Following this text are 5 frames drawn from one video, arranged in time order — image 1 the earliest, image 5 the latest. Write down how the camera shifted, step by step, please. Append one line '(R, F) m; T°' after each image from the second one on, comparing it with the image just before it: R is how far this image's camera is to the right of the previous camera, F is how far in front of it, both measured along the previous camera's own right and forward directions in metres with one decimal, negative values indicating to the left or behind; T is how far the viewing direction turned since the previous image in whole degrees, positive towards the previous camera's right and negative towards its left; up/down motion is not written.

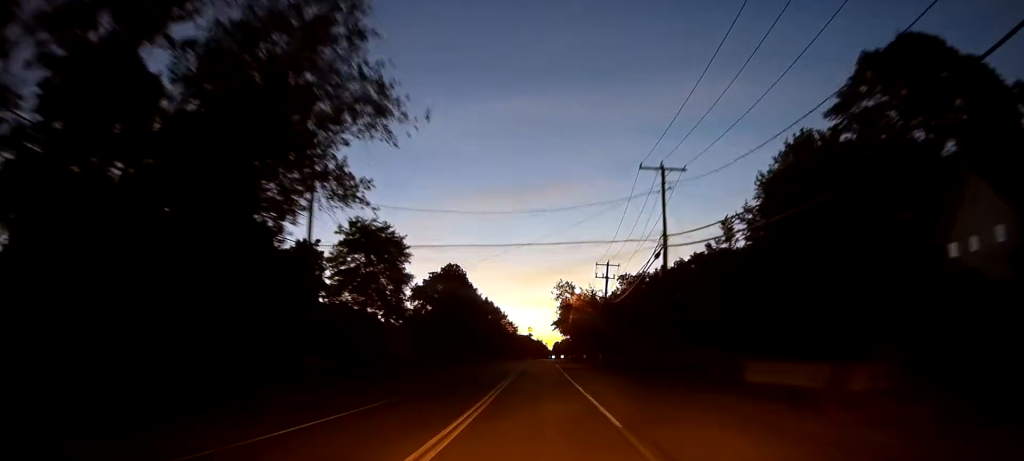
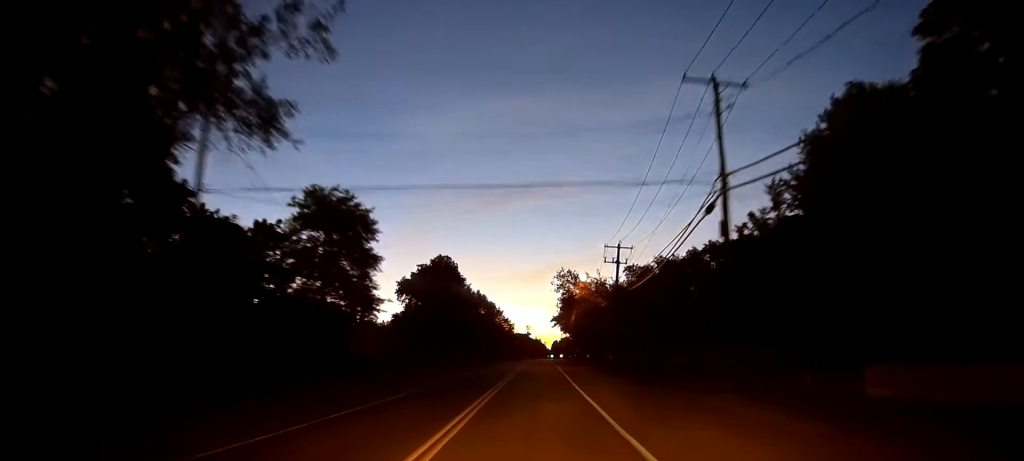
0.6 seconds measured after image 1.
(0.0, +11.1) m; 0°
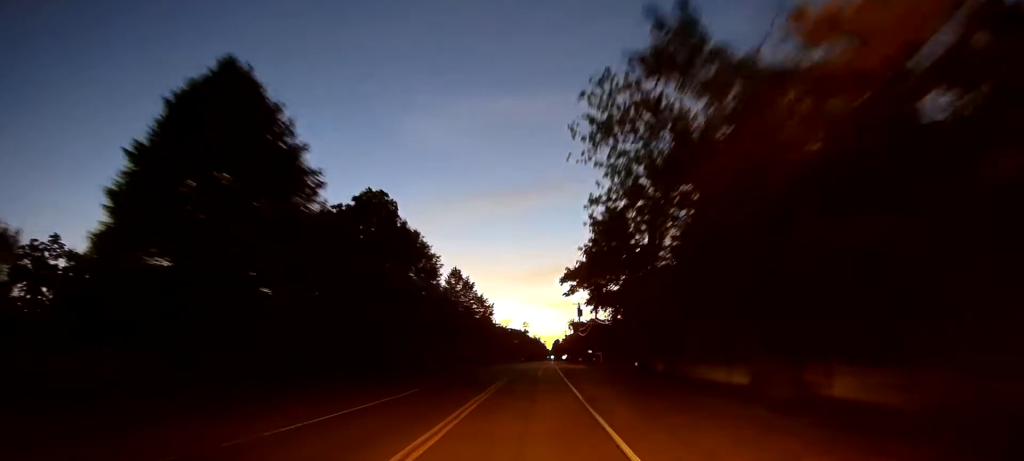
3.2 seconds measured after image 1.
(0.0, +52.2) m; 0°
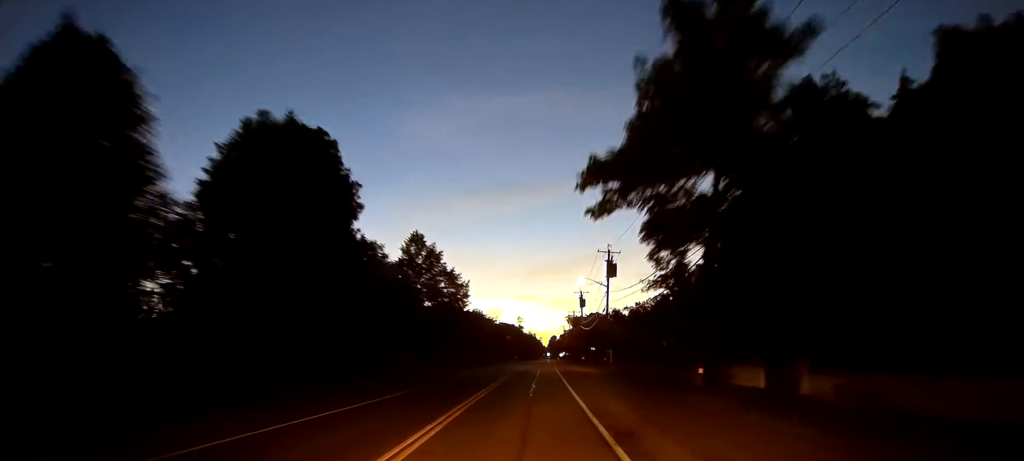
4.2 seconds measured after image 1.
(0.0, +20.8) m; 0°
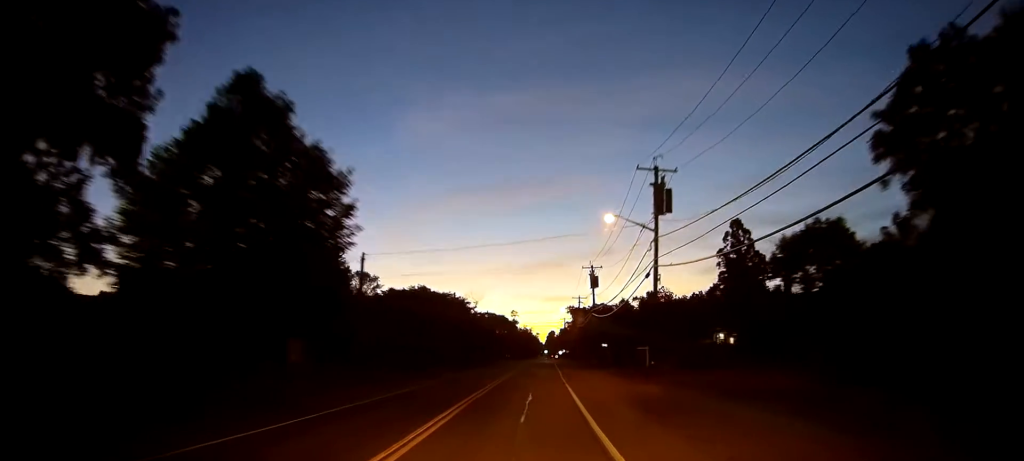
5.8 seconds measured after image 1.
(0.0, +31.4) m; 0°
